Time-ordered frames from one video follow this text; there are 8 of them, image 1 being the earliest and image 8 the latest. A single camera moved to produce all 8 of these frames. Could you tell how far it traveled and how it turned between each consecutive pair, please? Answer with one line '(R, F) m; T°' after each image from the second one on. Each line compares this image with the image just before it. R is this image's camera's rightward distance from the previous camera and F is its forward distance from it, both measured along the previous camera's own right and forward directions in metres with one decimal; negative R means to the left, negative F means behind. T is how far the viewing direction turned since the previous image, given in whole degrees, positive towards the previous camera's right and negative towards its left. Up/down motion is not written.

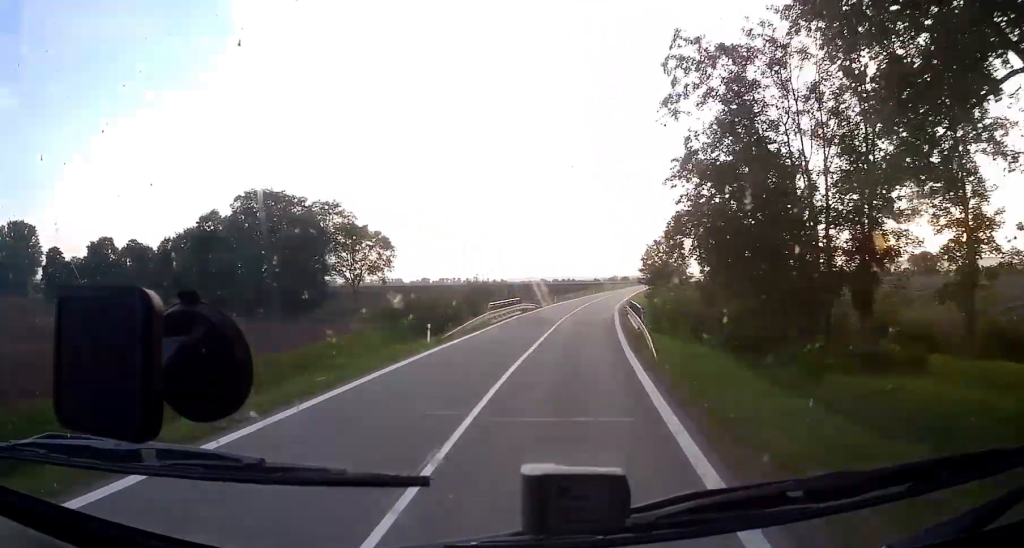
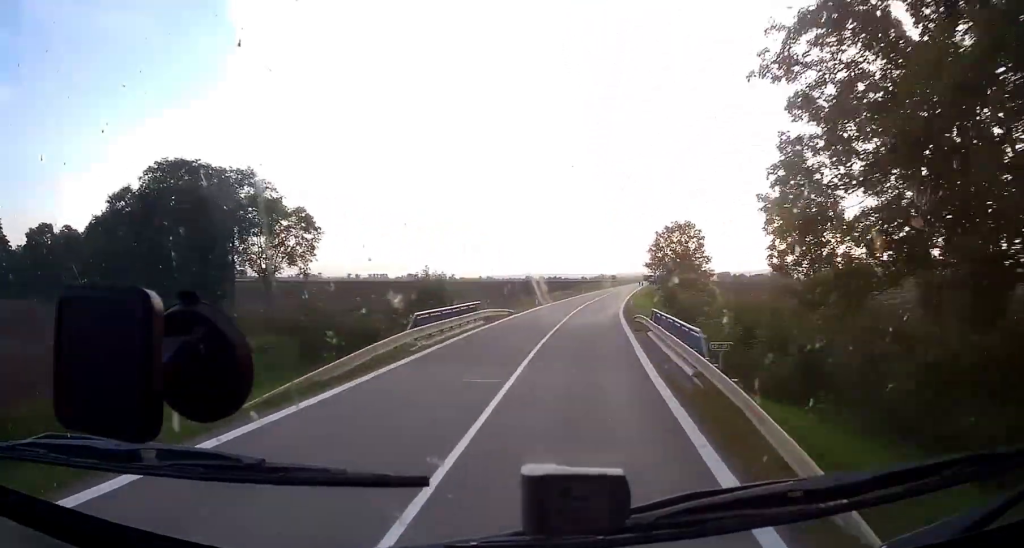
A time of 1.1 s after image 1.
(-0.2, +17.7) m; 0°
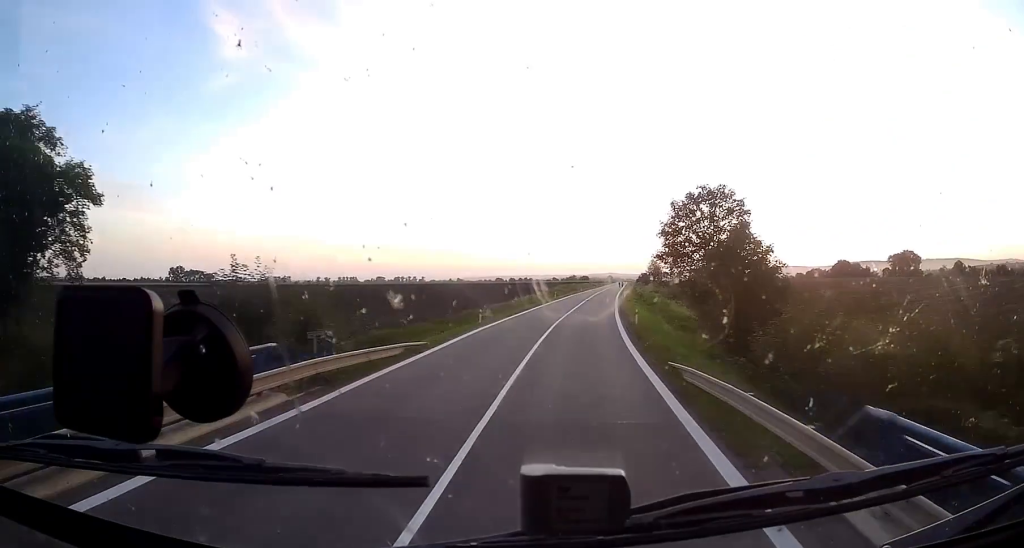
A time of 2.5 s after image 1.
(+0.6, +24.0) m; +2°
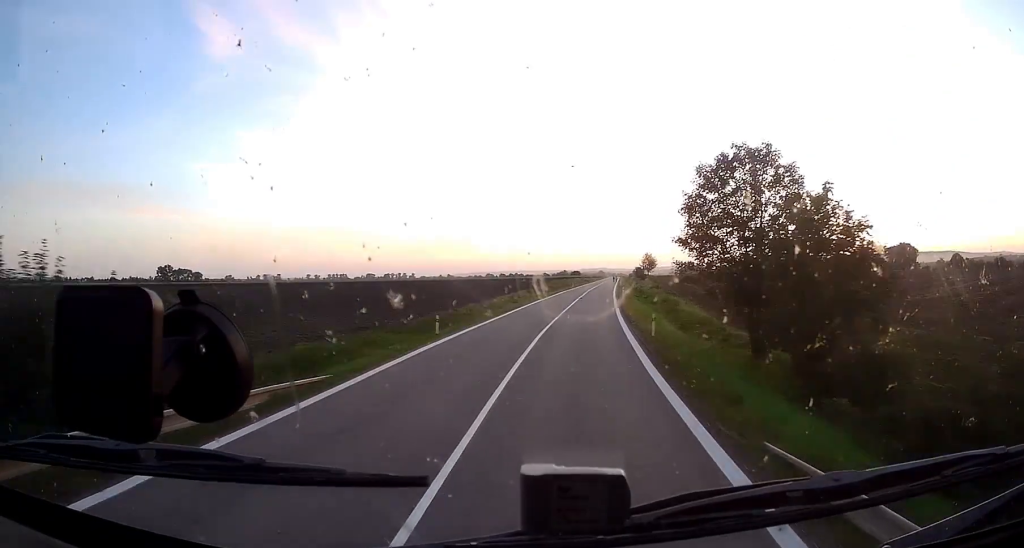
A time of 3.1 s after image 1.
(0.0, +10.5) m; 0°
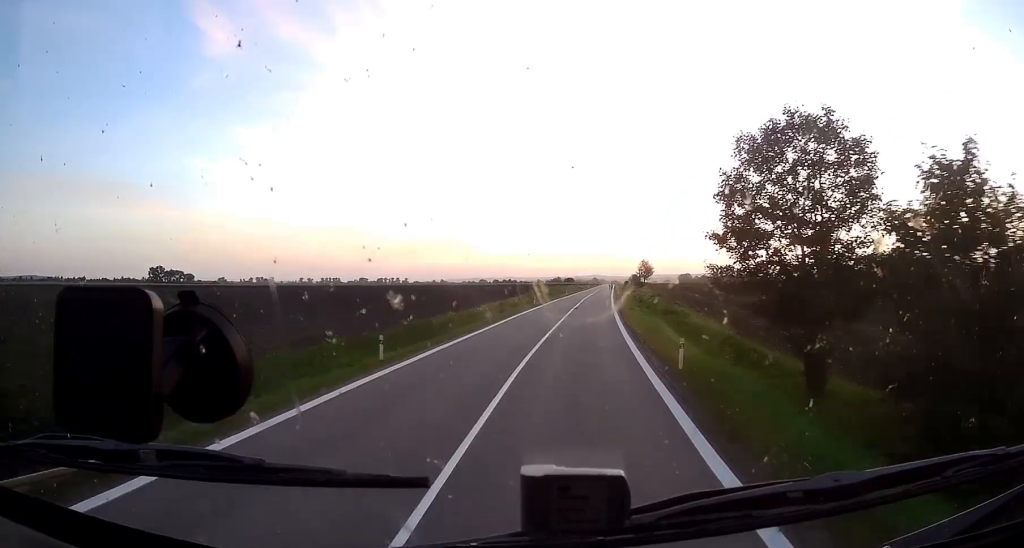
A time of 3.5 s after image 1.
(0.0, +7.8) m; 0°
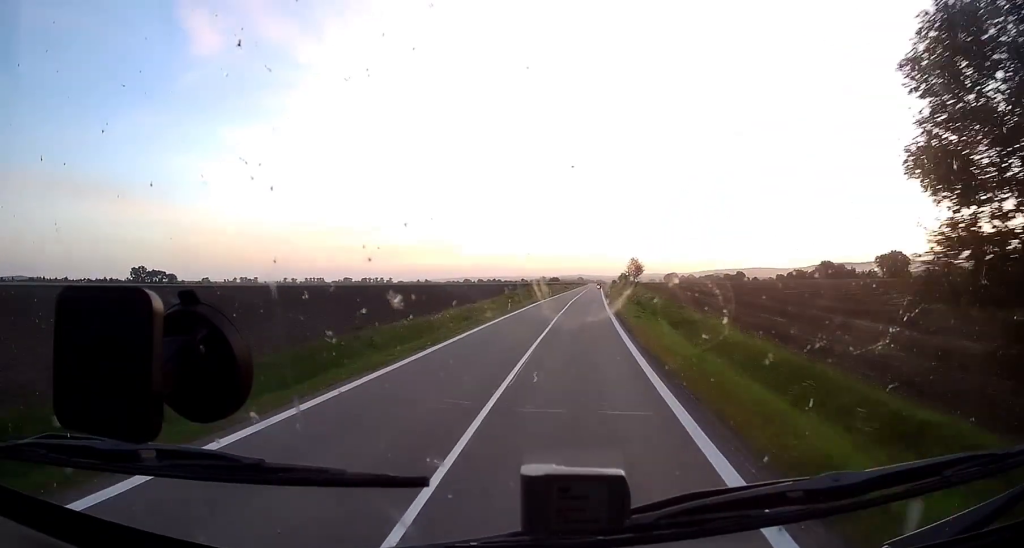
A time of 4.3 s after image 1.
(0.0, +13.7) m; +1°
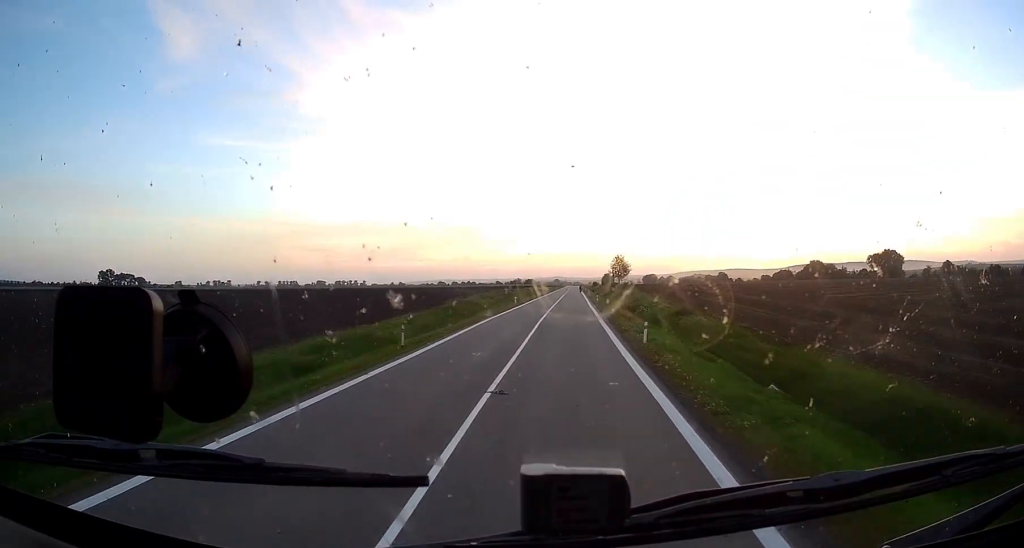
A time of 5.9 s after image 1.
(+0.3, +30.4) m; 0°
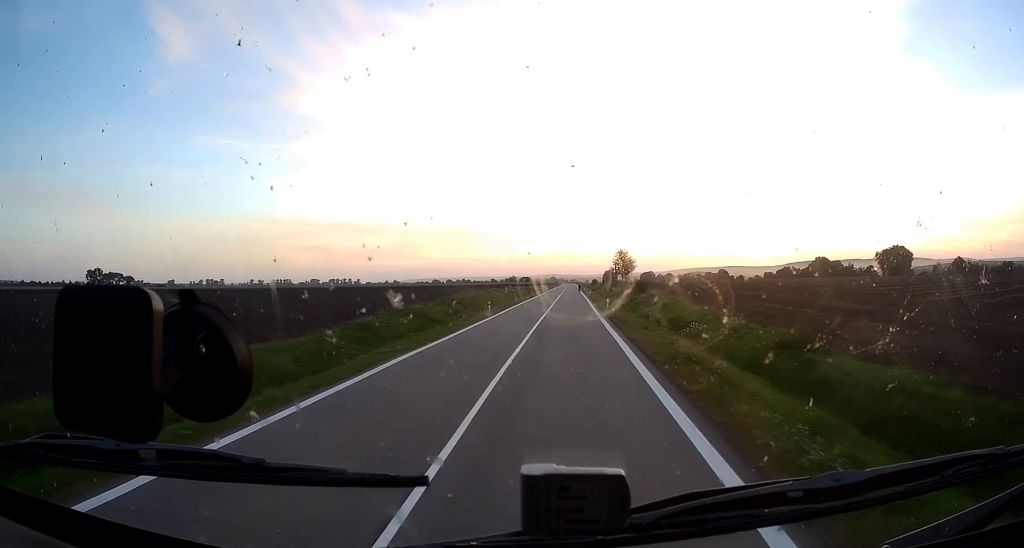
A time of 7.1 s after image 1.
(+0.2, +23.1) m; +2°
